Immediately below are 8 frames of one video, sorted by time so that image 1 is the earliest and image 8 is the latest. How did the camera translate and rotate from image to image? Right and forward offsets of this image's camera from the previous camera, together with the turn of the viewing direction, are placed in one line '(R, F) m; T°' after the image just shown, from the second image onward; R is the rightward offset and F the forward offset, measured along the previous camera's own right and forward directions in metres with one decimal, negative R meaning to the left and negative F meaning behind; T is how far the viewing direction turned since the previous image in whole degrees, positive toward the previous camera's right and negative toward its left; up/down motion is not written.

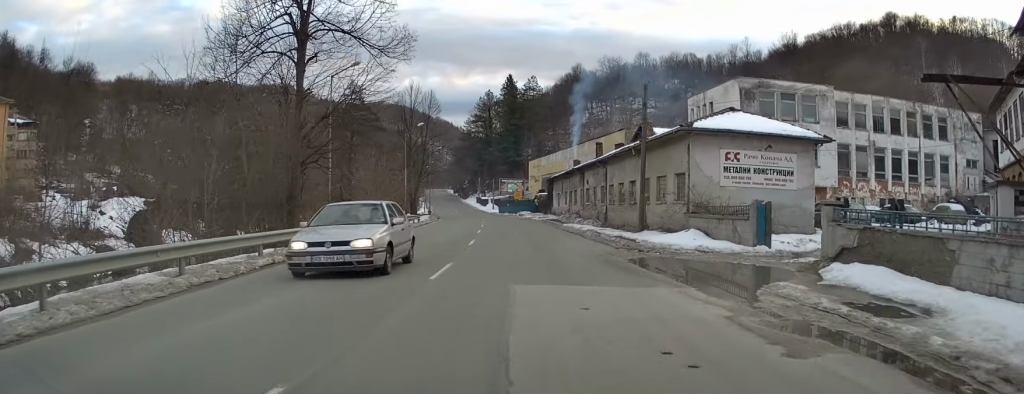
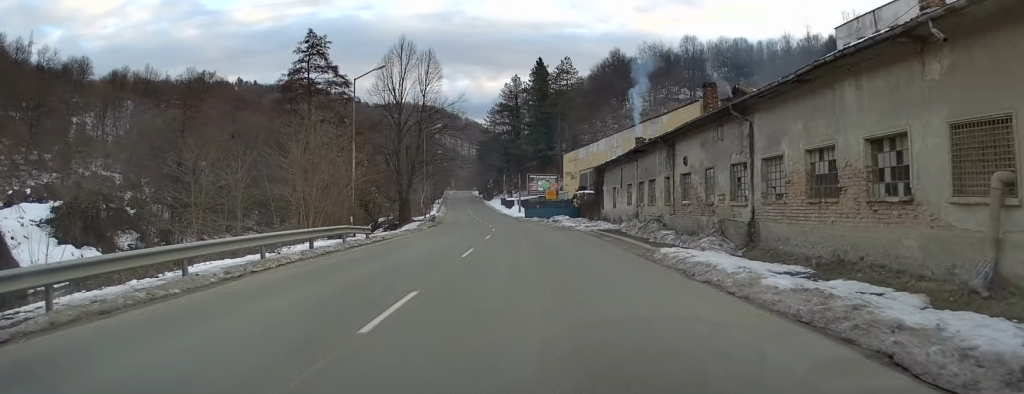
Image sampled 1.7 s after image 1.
(-0.4, +23.4) m; -3°
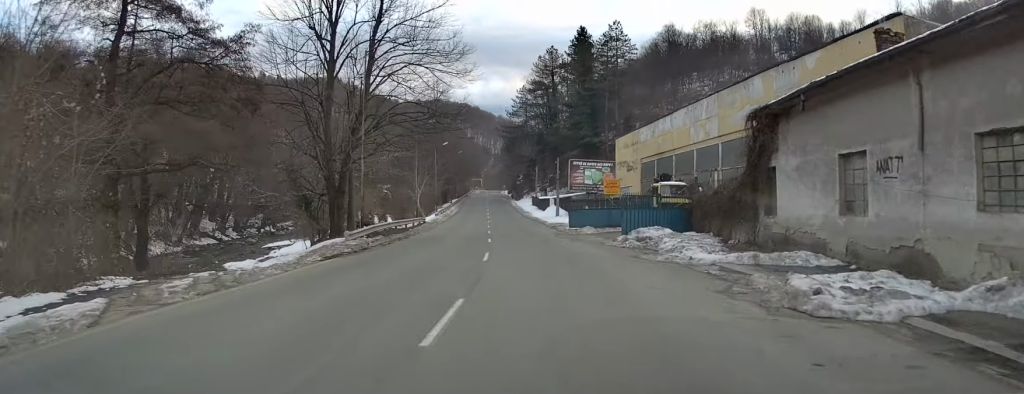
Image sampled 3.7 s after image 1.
(-0.7, +29.4) m; -2°
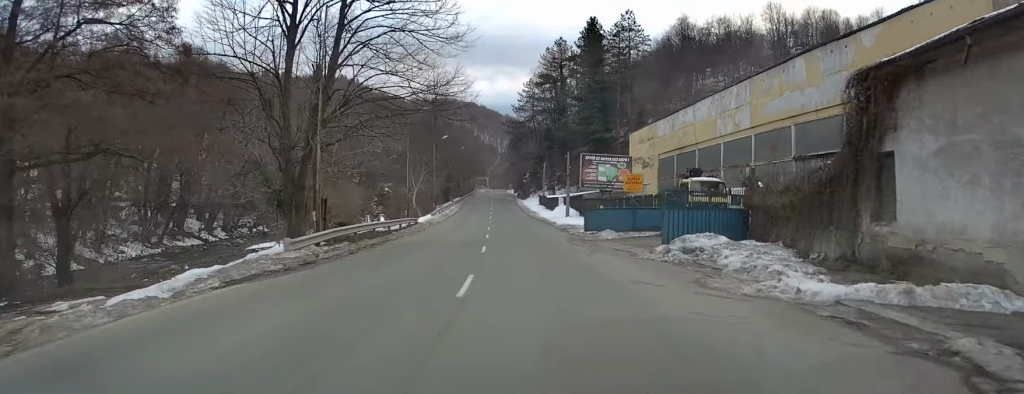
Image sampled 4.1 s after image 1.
(-0.1, +6.3) m; -1°
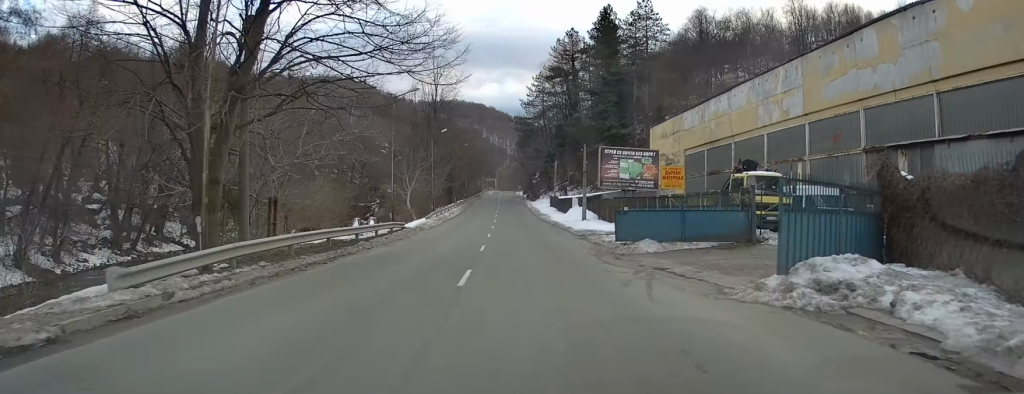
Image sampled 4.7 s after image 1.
(0.0, +7.8) m; -1°
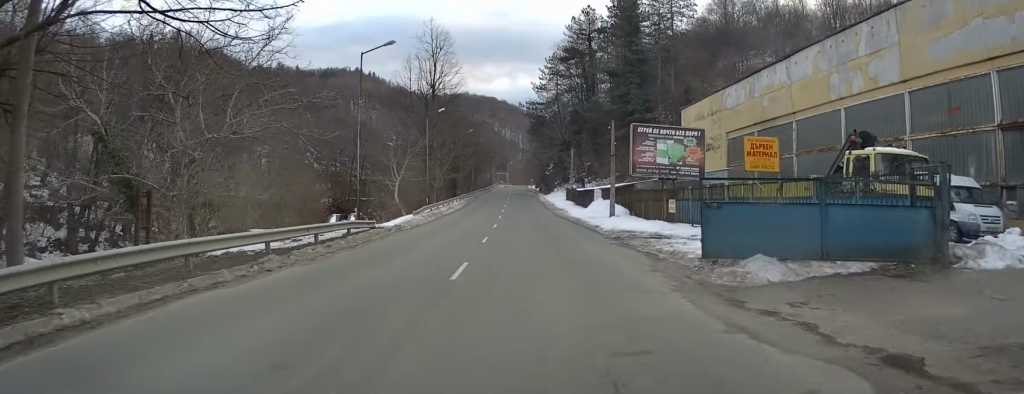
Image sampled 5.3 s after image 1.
(-0.1, +9.8) m; 0°
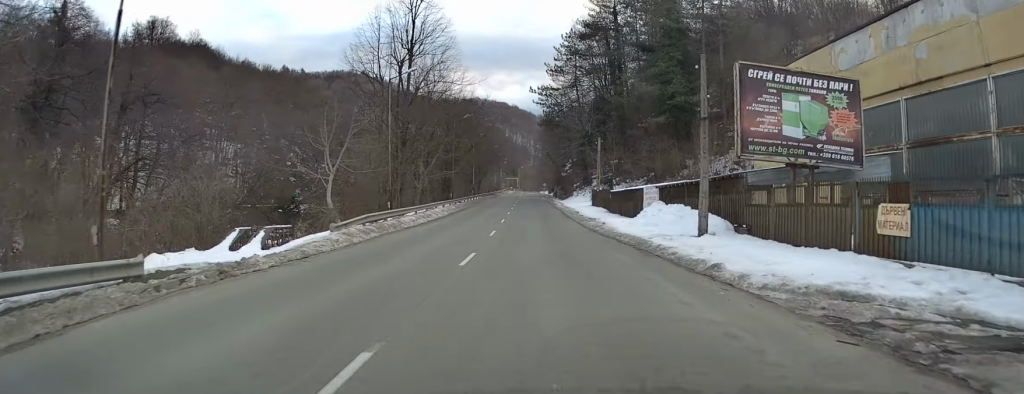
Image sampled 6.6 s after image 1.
(0.0, +18.0) m; -1°
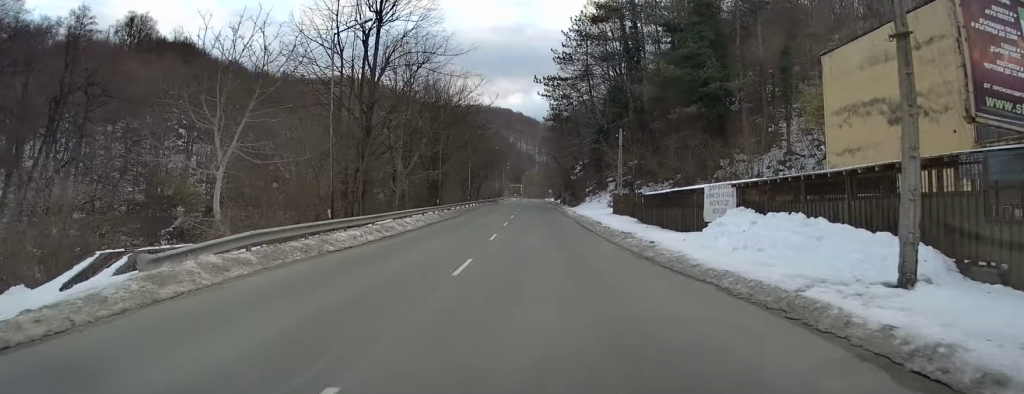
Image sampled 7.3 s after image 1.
(-0.2, +10.9) m; -1°
